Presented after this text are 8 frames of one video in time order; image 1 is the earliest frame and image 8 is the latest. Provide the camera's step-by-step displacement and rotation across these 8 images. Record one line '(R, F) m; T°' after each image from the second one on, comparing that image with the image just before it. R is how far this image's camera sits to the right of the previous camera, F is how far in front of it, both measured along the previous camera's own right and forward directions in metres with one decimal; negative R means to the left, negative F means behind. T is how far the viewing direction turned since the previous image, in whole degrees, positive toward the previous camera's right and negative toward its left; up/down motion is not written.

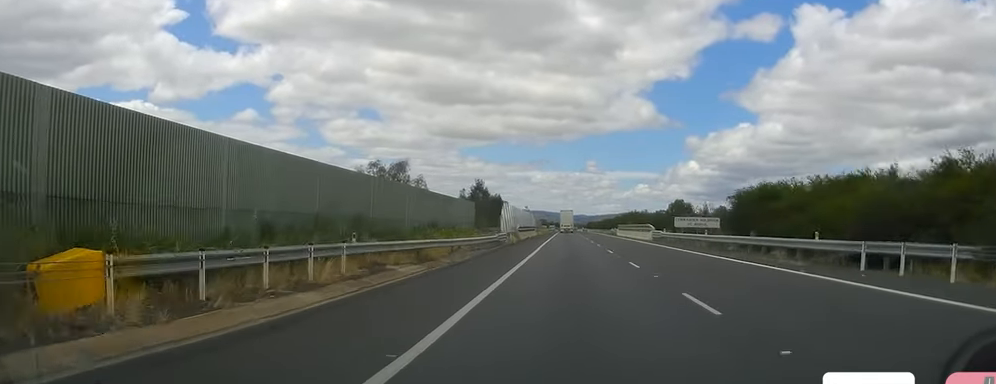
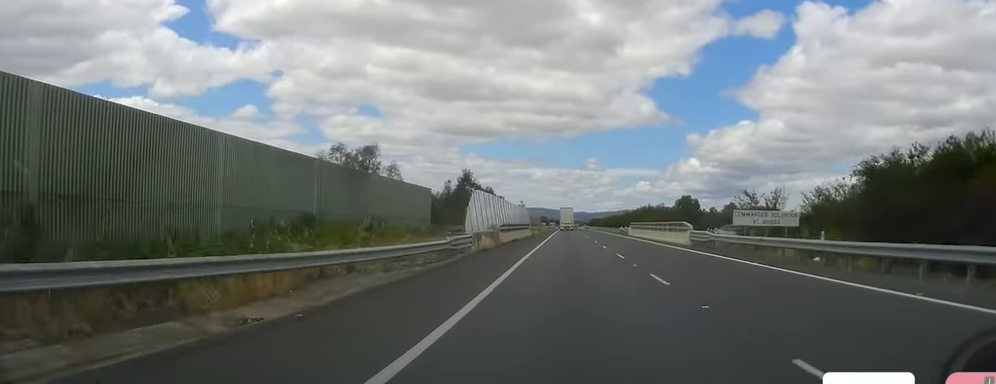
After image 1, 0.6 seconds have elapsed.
(-0.2, +18.2) m; 0°
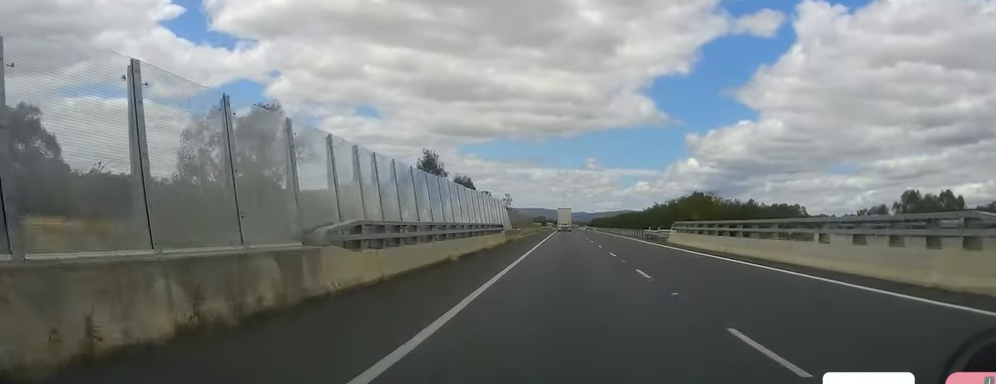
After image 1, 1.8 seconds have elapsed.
(+0.2, +32.6) m; 0°
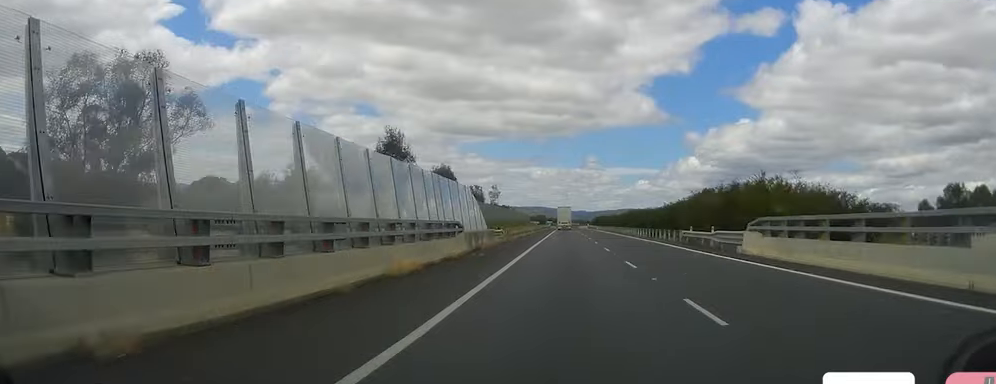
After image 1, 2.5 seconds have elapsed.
(-0.1, +20.1) m; 0°
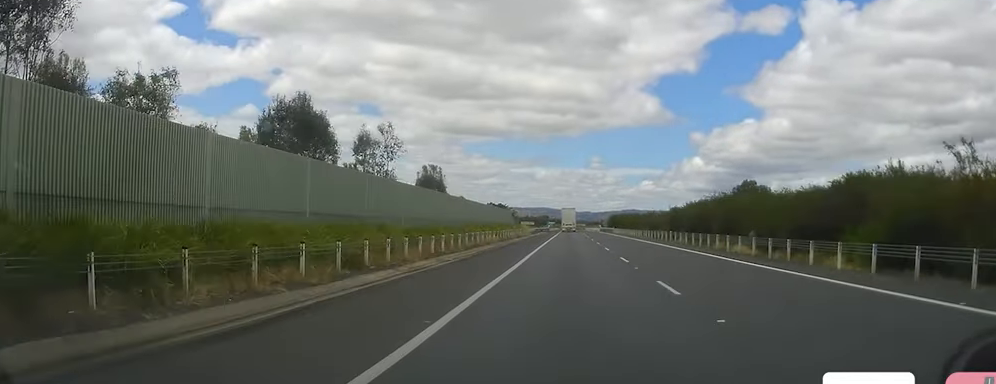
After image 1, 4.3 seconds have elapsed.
(0.0, +53.7) m; 0°
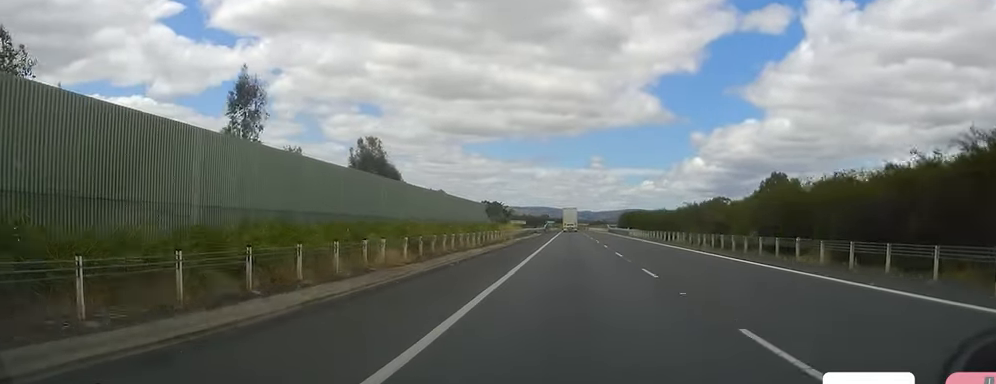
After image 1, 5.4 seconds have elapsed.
(-0.5, +30.8) m; -1°
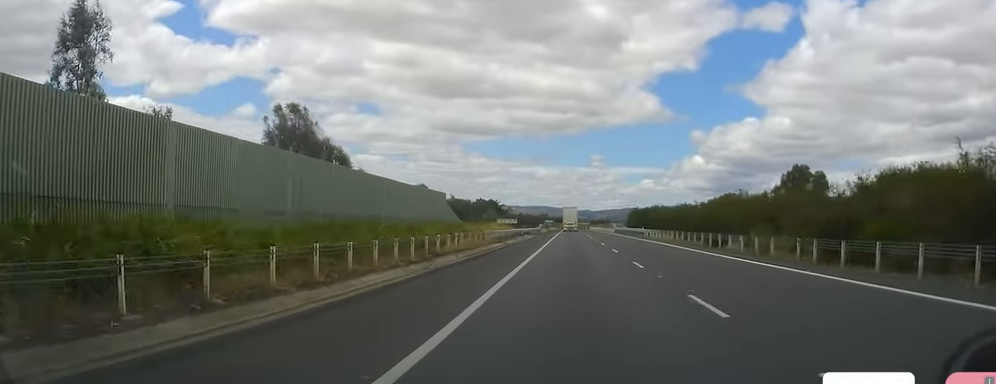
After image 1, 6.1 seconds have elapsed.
(-0.4, +19.2) m; 0°
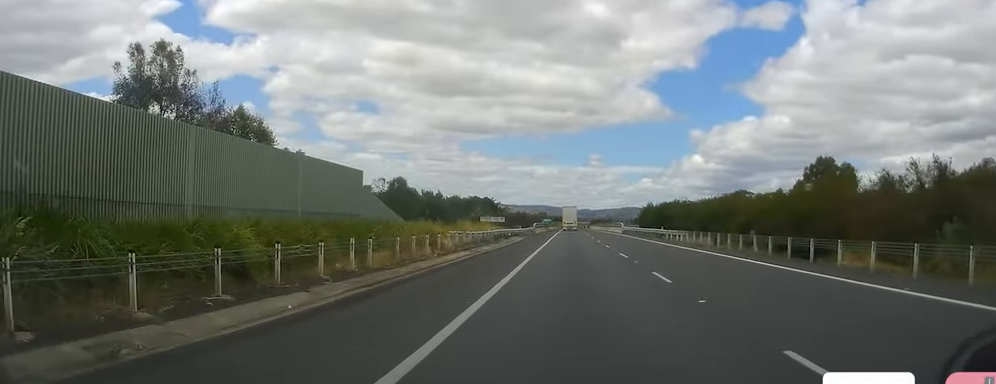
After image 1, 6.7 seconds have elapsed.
(+0.5, +17.2) m; +1°
